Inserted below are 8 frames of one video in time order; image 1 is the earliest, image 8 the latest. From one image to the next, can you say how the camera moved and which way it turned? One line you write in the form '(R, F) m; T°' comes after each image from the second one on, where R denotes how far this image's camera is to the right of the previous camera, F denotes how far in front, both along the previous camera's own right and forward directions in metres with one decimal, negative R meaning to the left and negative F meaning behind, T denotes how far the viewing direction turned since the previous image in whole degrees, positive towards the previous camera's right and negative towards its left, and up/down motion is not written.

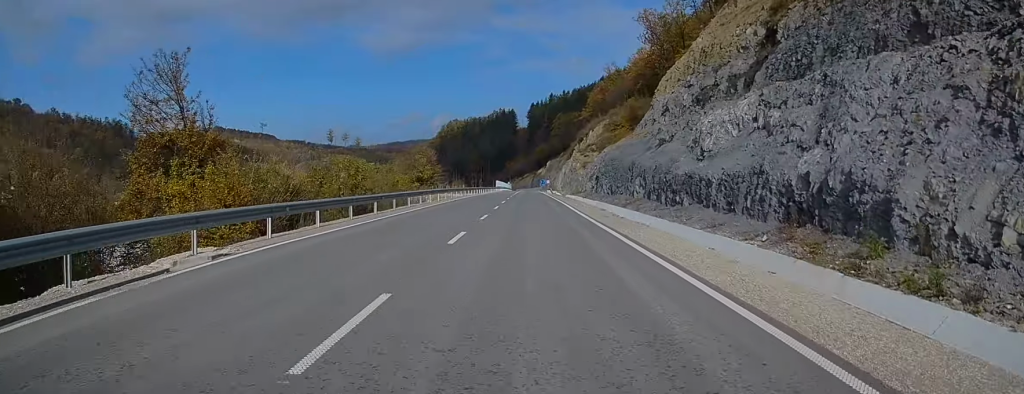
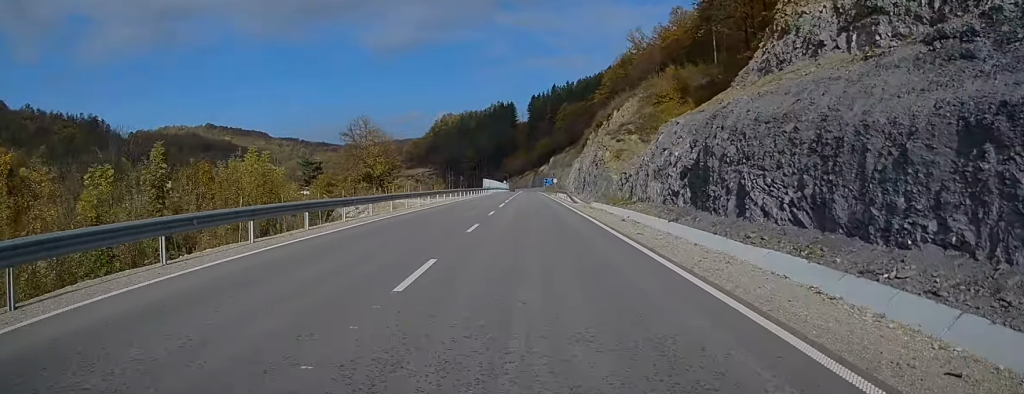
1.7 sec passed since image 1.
(-0.1, +41.4) m; -1°
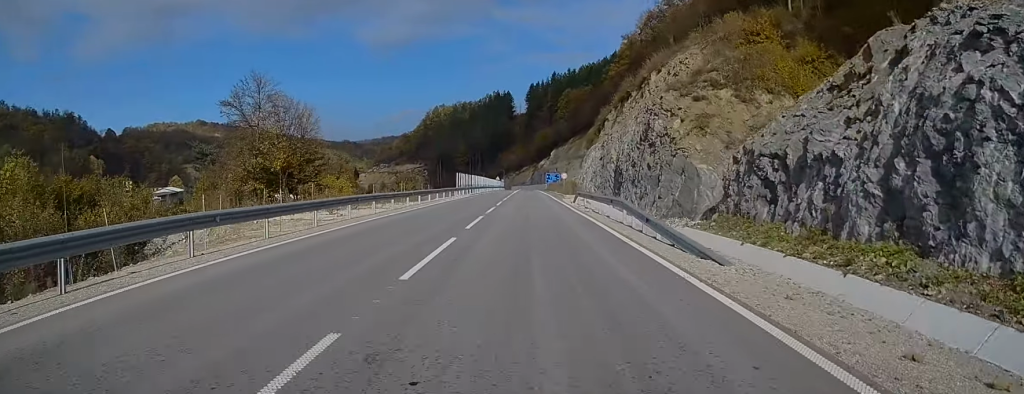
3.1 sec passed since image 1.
(0.0, +35.2) m; 0°
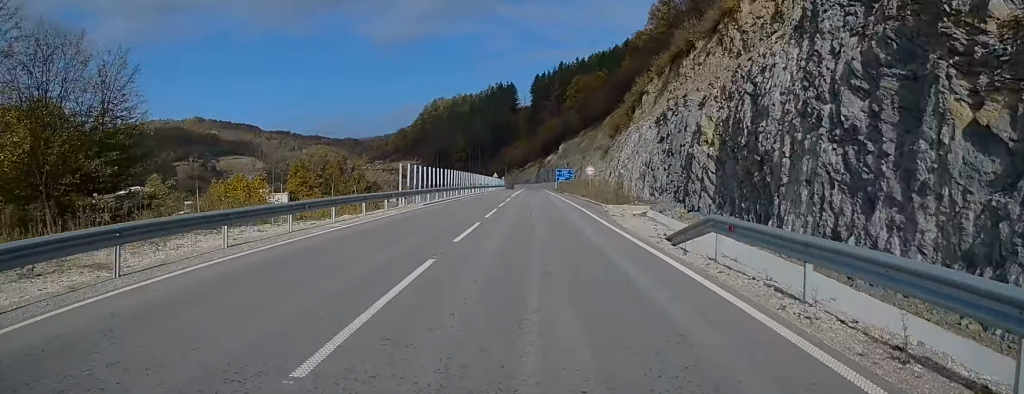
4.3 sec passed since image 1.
(0.0, +30.6) m; 0°
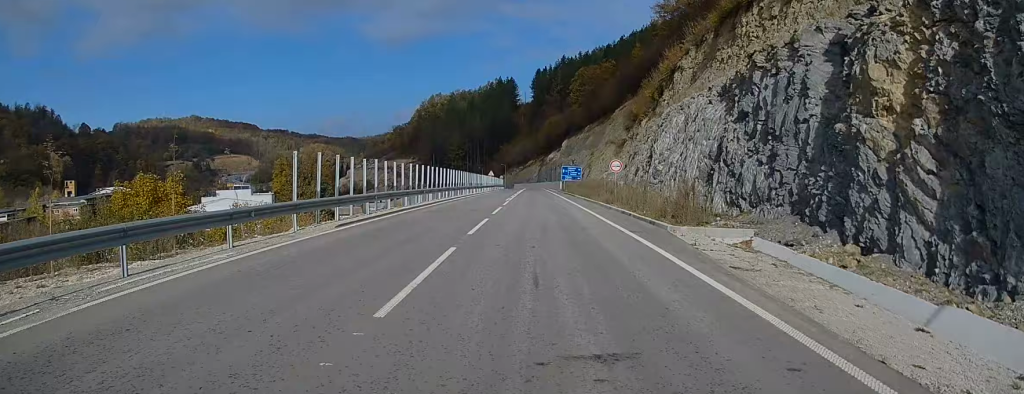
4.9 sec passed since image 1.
(0.0, +16.6) m; 0°
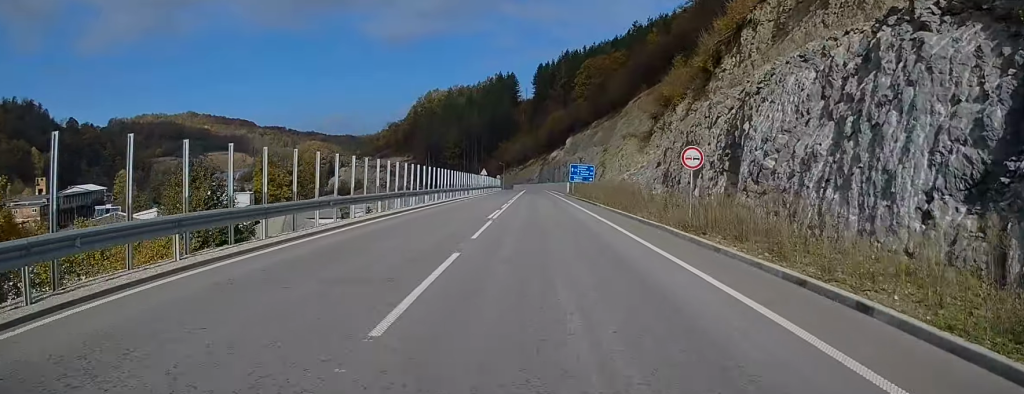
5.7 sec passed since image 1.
(-0.1, +17.9) m; 0°
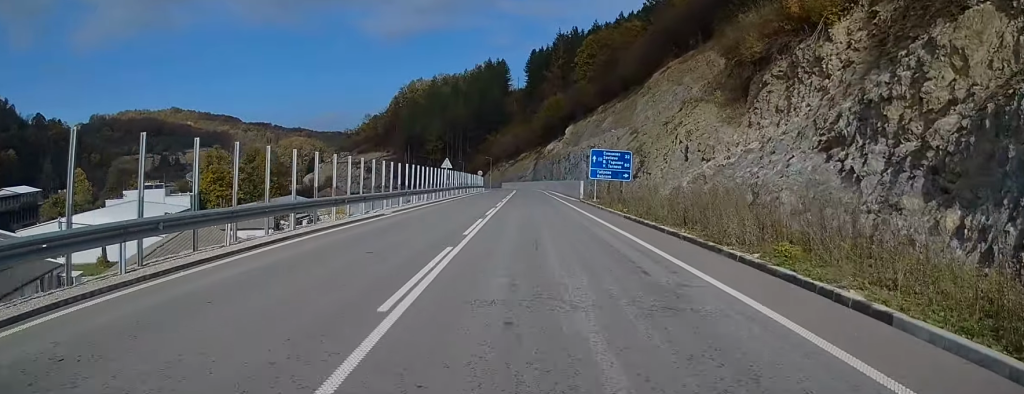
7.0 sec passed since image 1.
(-0.1, +33.4) m; 0°
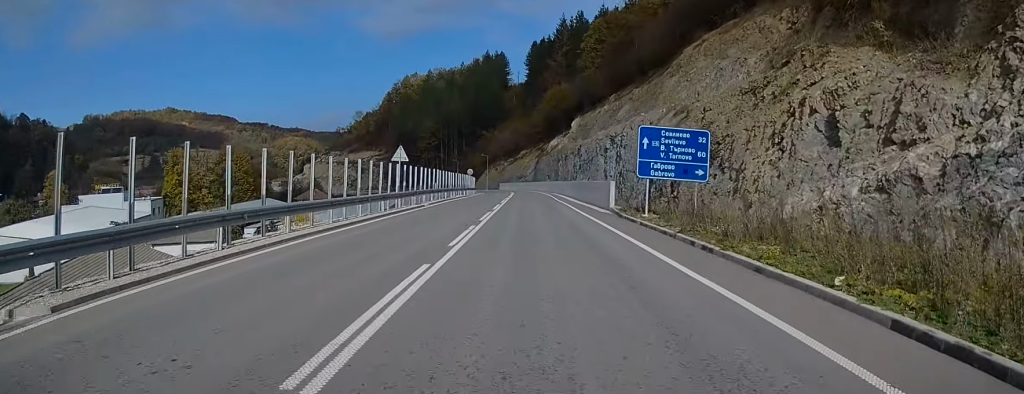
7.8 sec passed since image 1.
(0.0, +20.2) m; 0°
